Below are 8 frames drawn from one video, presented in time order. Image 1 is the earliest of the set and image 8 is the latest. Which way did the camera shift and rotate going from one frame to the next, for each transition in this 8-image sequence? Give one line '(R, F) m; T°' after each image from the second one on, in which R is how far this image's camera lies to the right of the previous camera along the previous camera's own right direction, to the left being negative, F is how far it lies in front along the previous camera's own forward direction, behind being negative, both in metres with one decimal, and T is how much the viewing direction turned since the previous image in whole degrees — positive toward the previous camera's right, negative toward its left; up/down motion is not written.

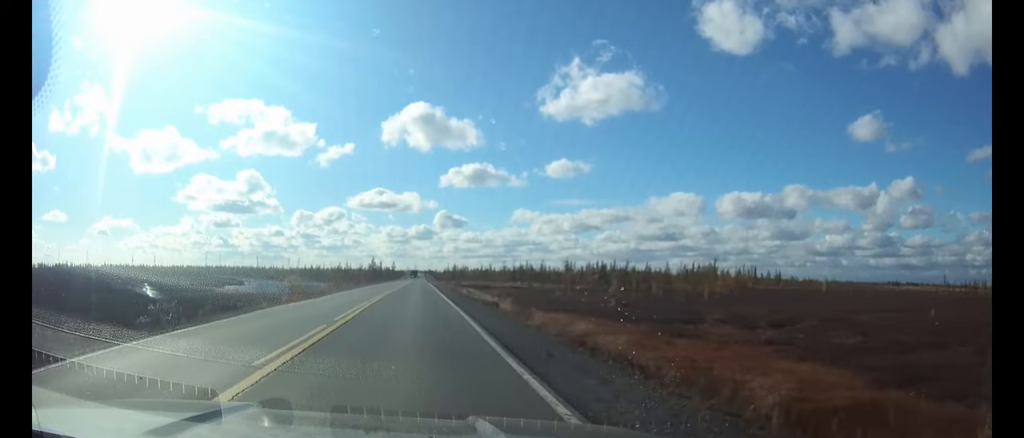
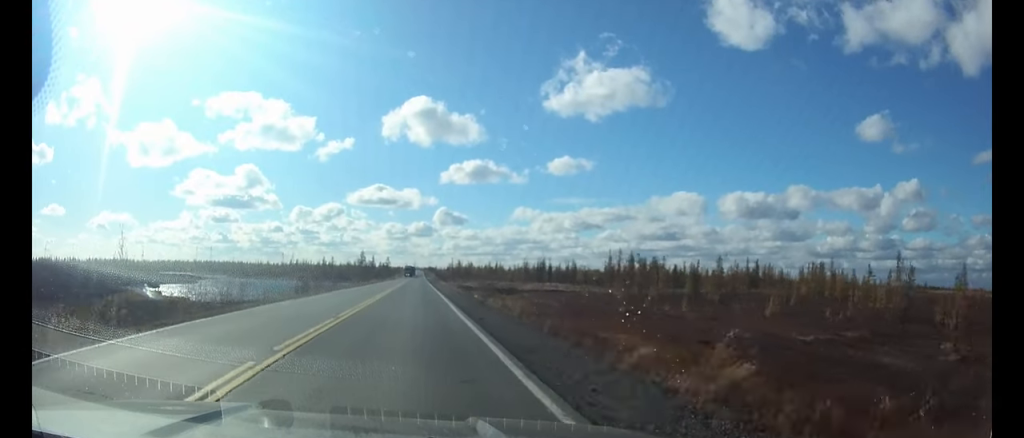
(-0.1, +52.6) m; 0°
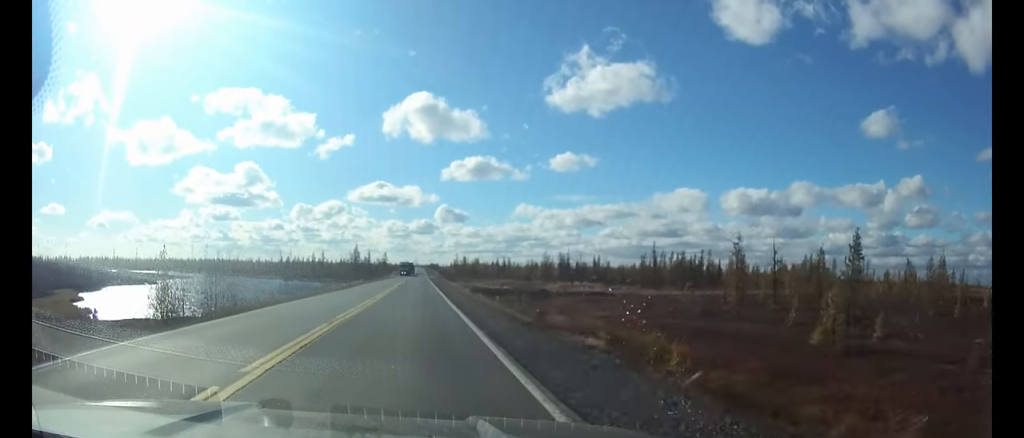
(+0.1, +31.1) m; 0°
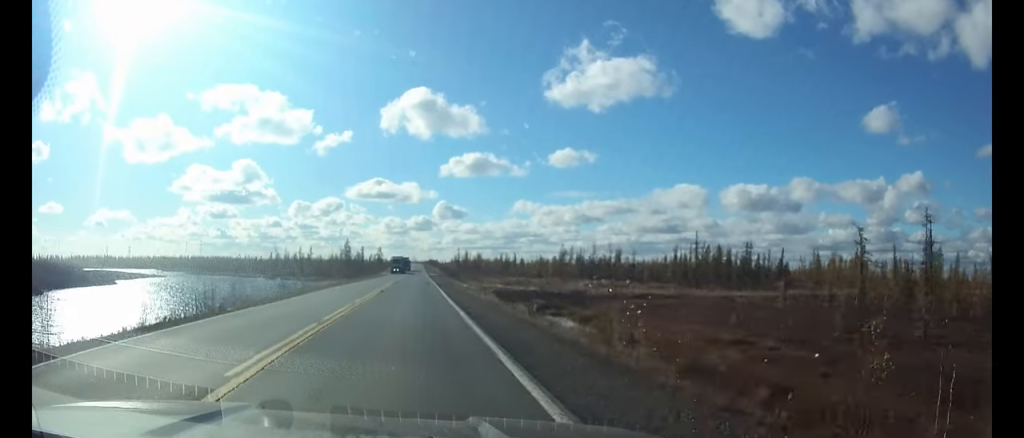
(0.0, +22.9) m; 0°
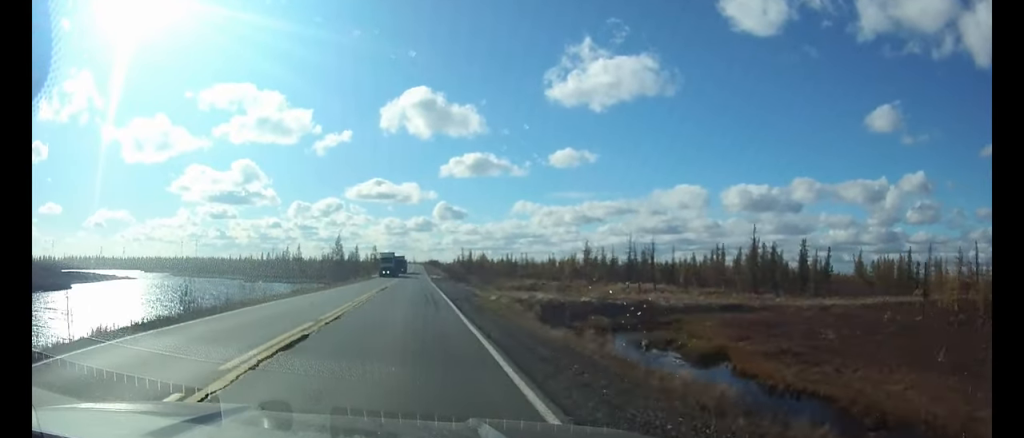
(0.0, +21.4) m; 0°
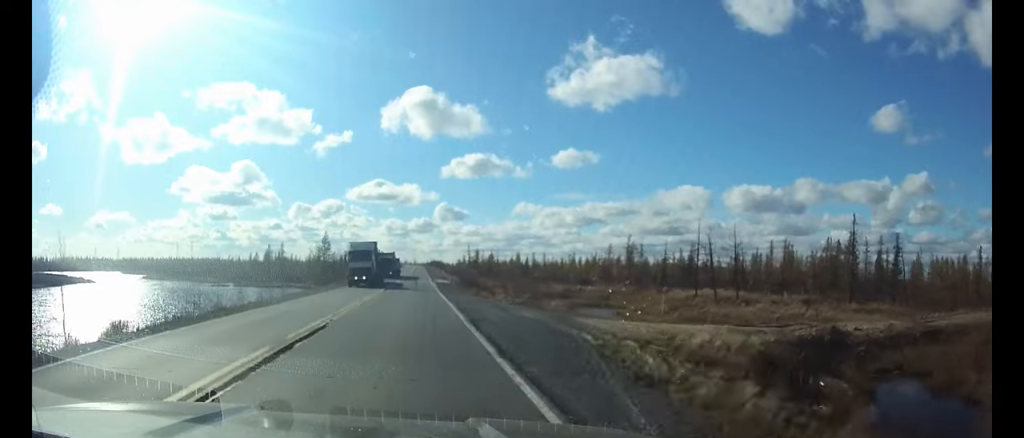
(0.0, +24.8) m; 0°
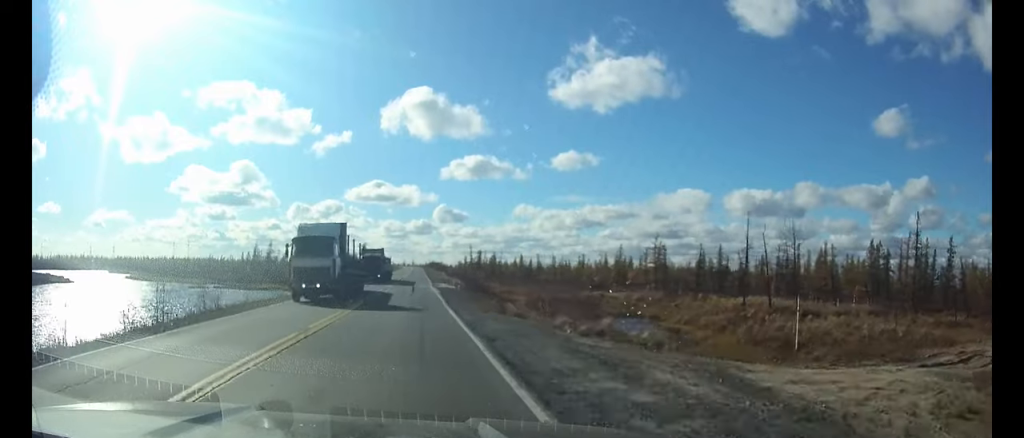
(0.0, +12.8) m; 0°
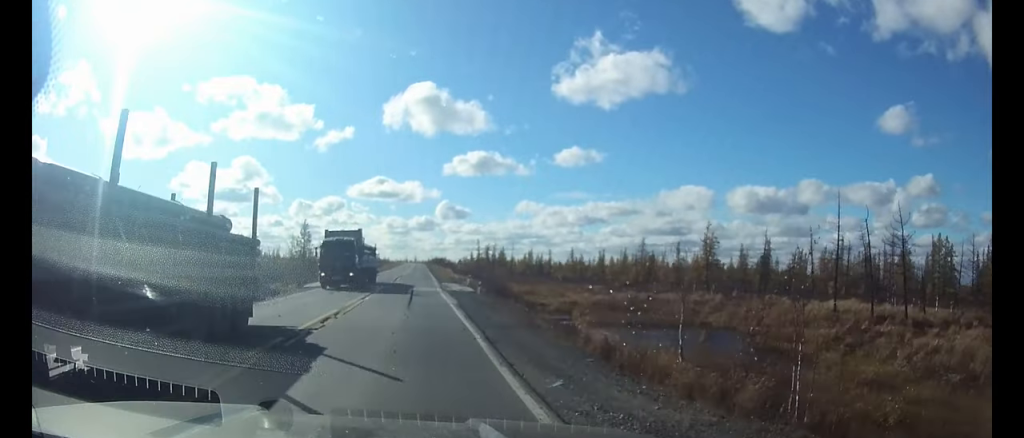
(+0.1, +16.4) m; 0°
